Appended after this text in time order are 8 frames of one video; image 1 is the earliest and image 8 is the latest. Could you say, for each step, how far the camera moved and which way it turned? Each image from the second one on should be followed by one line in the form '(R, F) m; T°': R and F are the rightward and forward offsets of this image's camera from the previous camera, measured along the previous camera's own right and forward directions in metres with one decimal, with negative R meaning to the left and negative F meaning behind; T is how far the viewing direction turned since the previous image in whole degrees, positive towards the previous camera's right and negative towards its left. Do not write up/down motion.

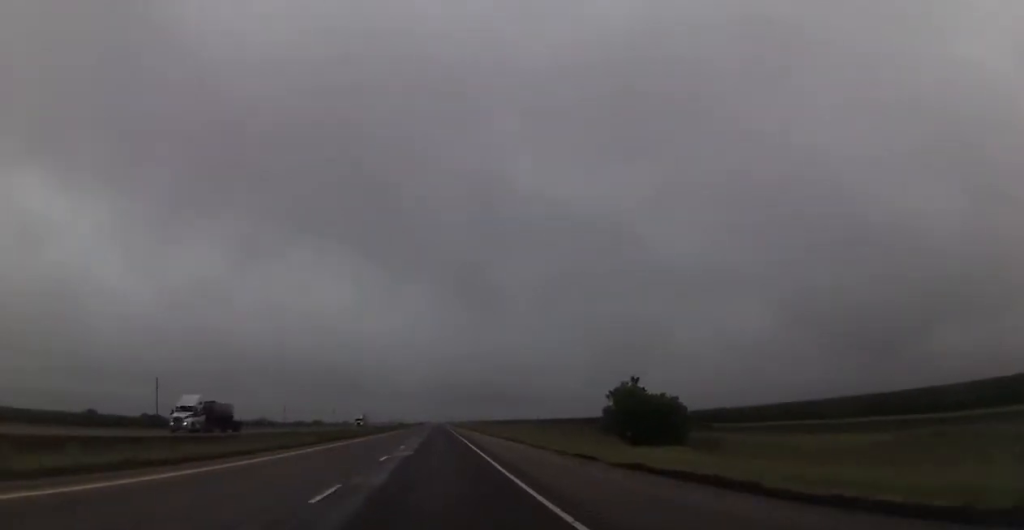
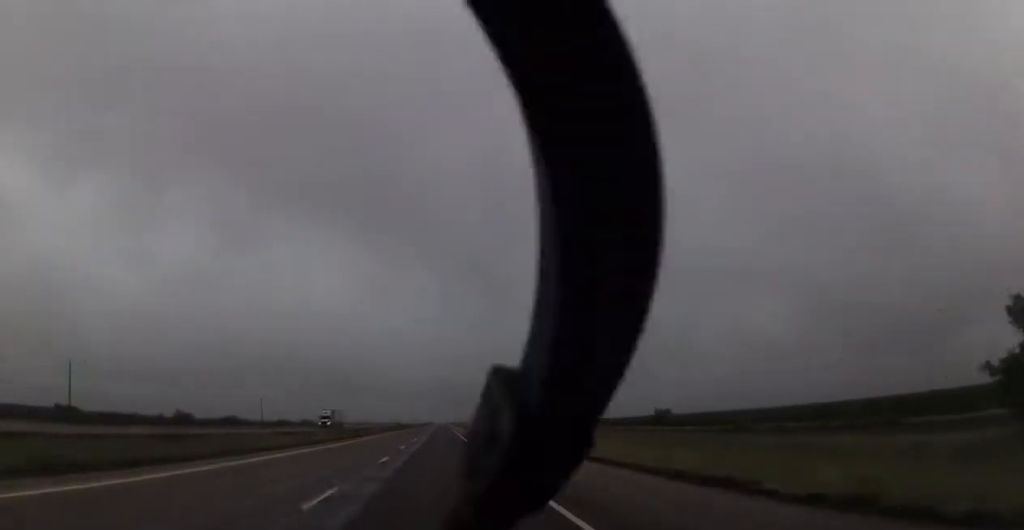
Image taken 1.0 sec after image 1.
(-0.1, +37.6) m; 0°
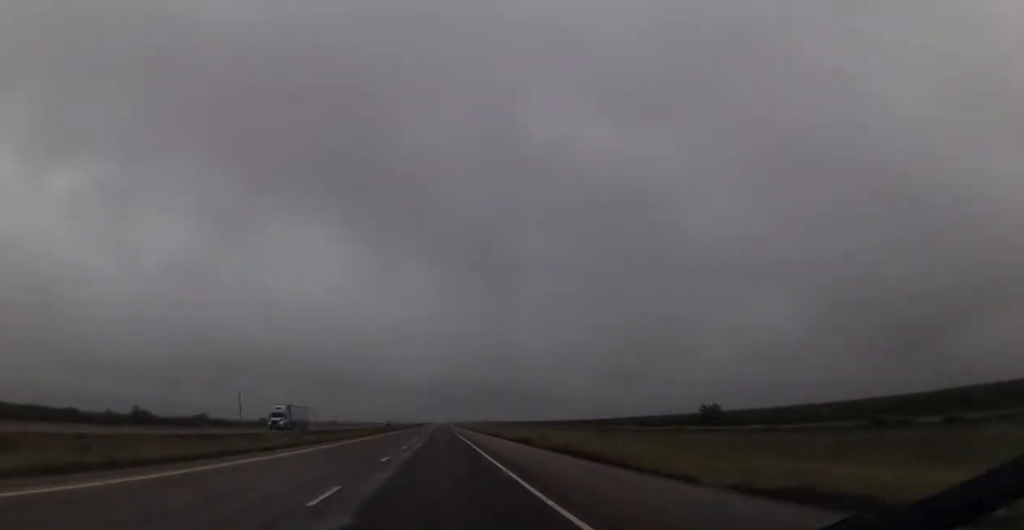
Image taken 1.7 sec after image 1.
(0.0, +24.2) m; 0°
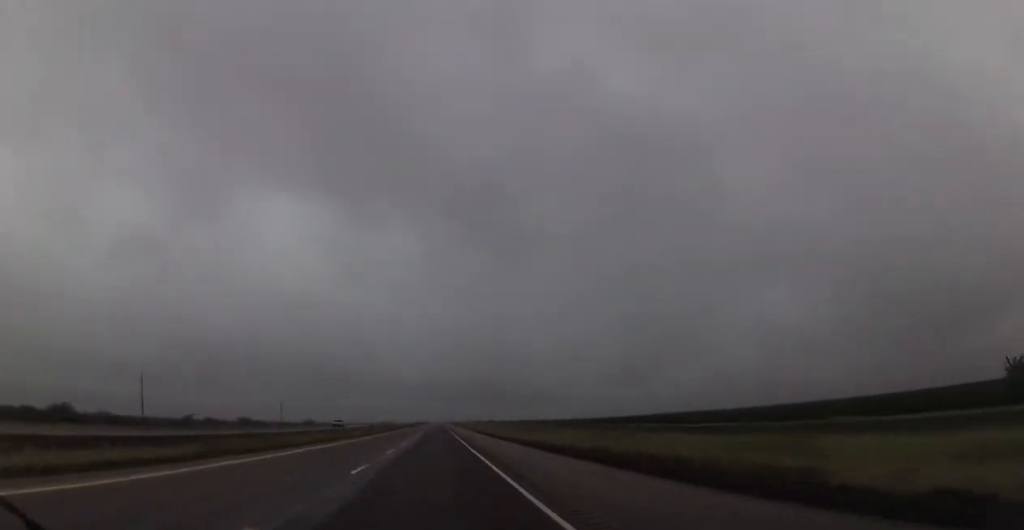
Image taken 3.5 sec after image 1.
(-0.8, +66.7) m; 0°
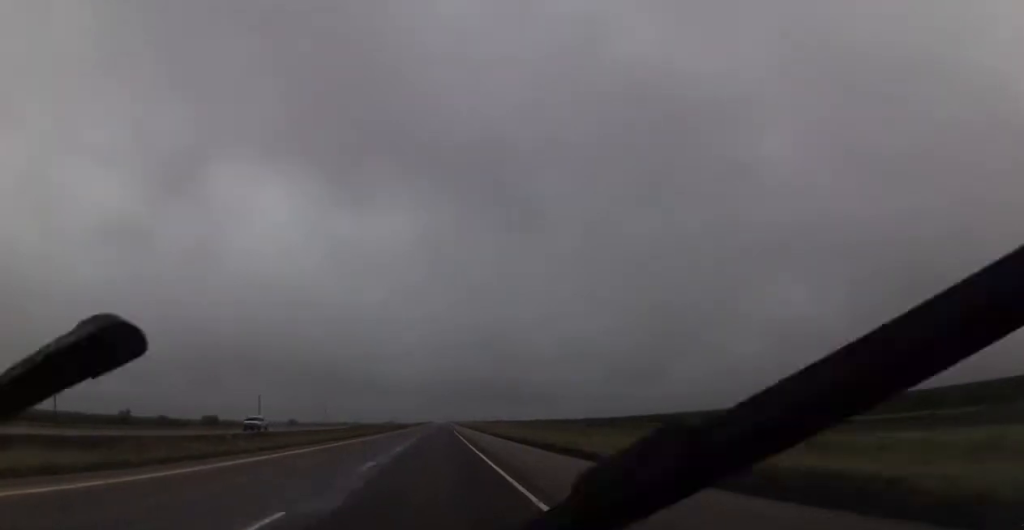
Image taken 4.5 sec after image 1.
(+0.7, +35.1) m; 0°
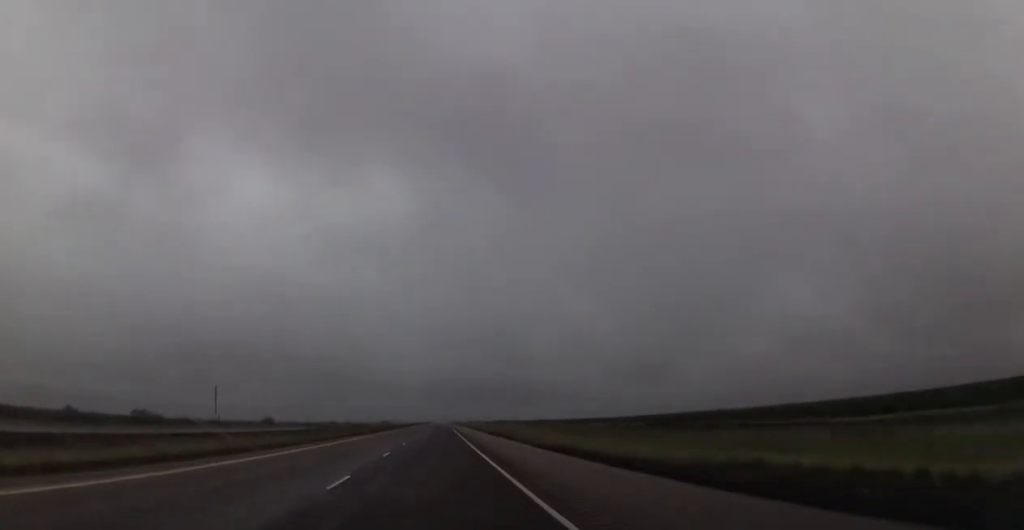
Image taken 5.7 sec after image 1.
(-0.5, +42.5) m; -1°
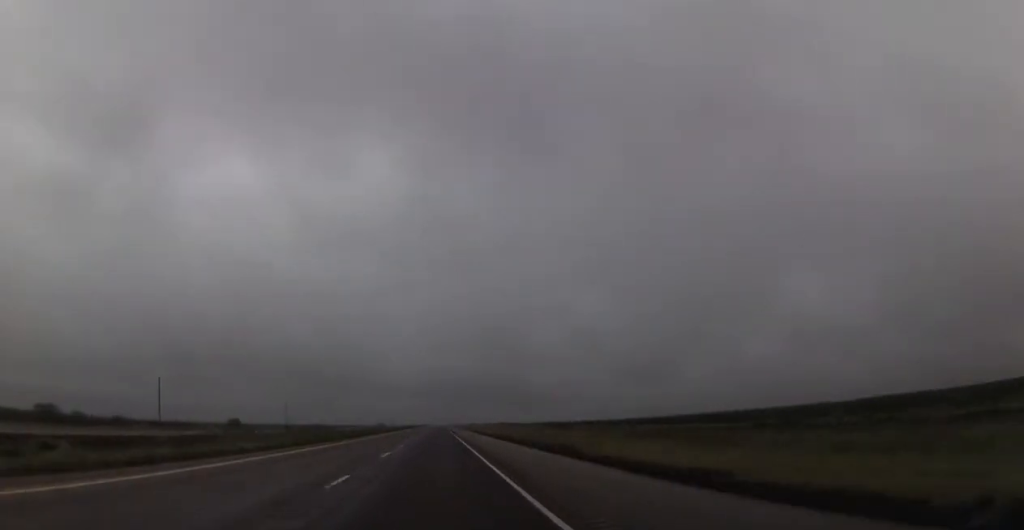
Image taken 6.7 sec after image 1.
(+0.1, +36.4) m; 0°
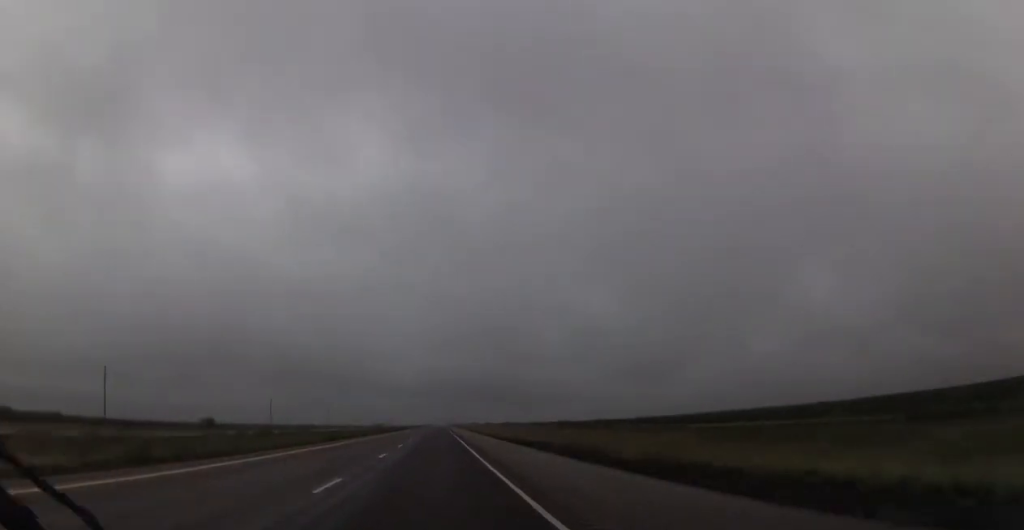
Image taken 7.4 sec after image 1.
(-0.2, +25.5) m; 0°
